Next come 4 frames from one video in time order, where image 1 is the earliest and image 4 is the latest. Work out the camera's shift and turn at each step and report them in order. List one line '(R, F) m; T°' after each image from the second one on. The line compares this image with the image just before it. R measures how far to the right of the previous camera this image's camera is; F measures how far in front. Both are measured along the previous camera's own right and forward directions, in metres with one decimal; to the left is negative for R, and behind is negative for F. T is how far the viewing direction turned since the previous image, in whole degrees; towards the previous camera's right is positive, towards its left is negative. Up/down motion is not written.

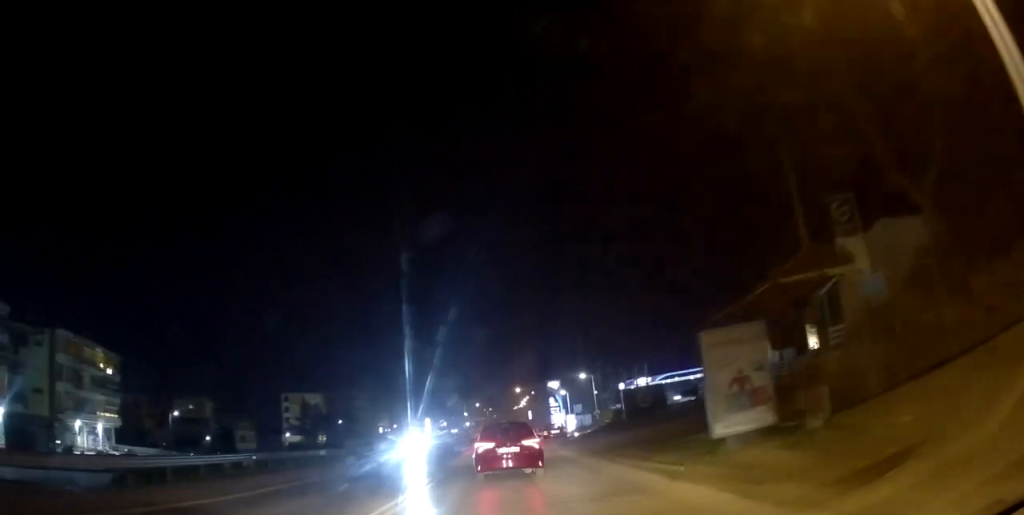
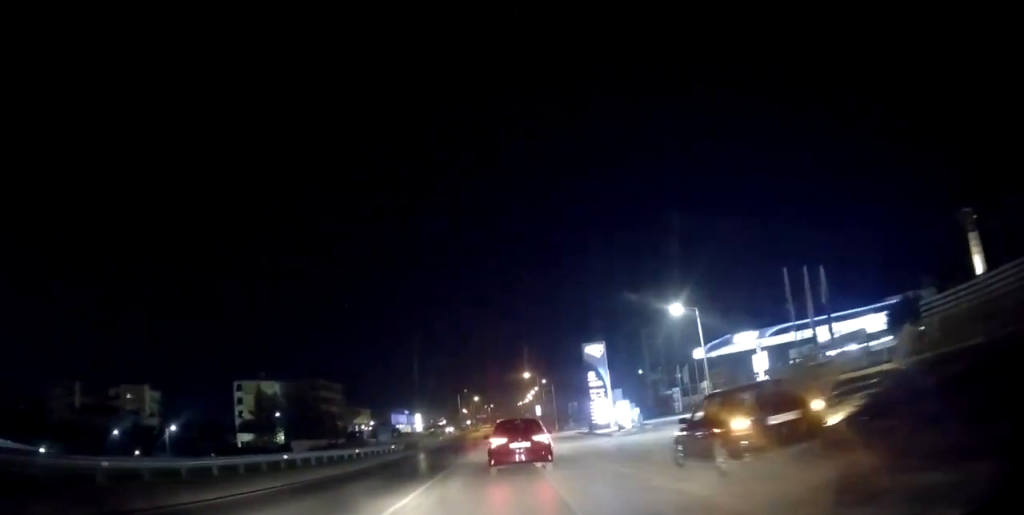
(+0.8, +33.8) m; 0°
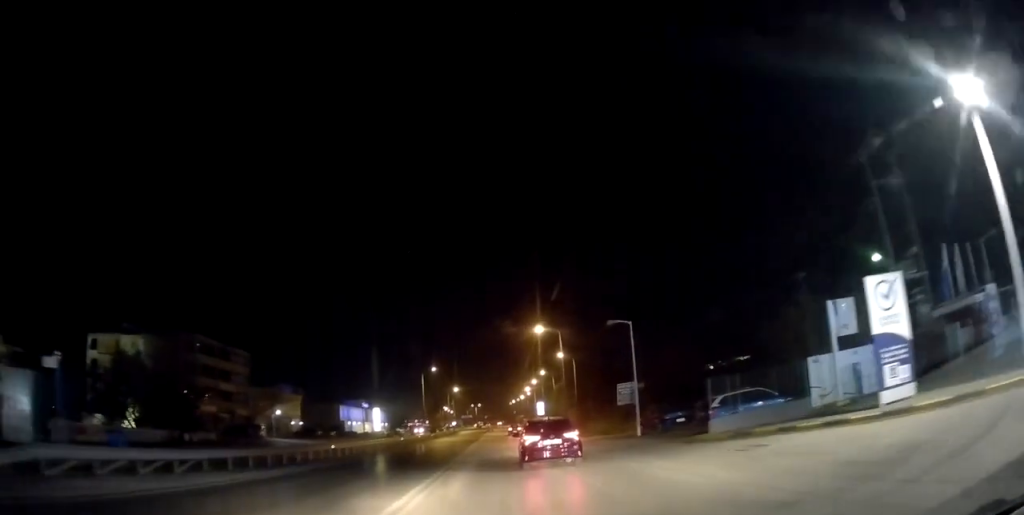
(+0.5, +51.9) m; +1°
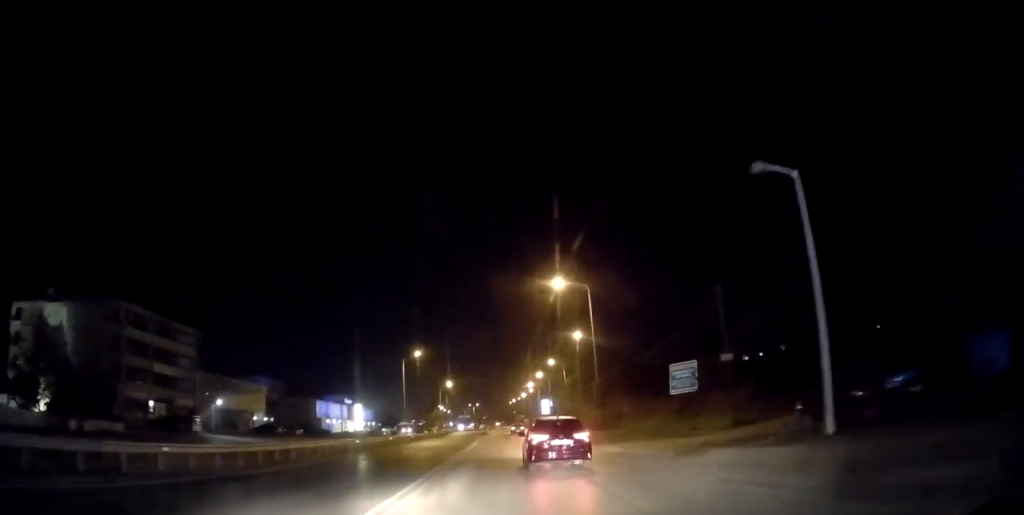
(-0.1, +18.2) m; +1°
